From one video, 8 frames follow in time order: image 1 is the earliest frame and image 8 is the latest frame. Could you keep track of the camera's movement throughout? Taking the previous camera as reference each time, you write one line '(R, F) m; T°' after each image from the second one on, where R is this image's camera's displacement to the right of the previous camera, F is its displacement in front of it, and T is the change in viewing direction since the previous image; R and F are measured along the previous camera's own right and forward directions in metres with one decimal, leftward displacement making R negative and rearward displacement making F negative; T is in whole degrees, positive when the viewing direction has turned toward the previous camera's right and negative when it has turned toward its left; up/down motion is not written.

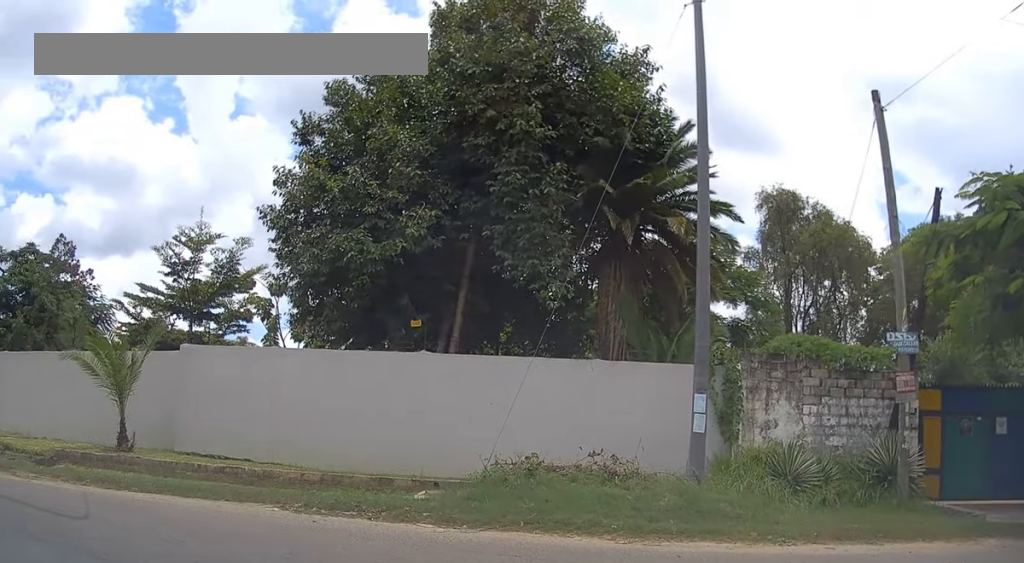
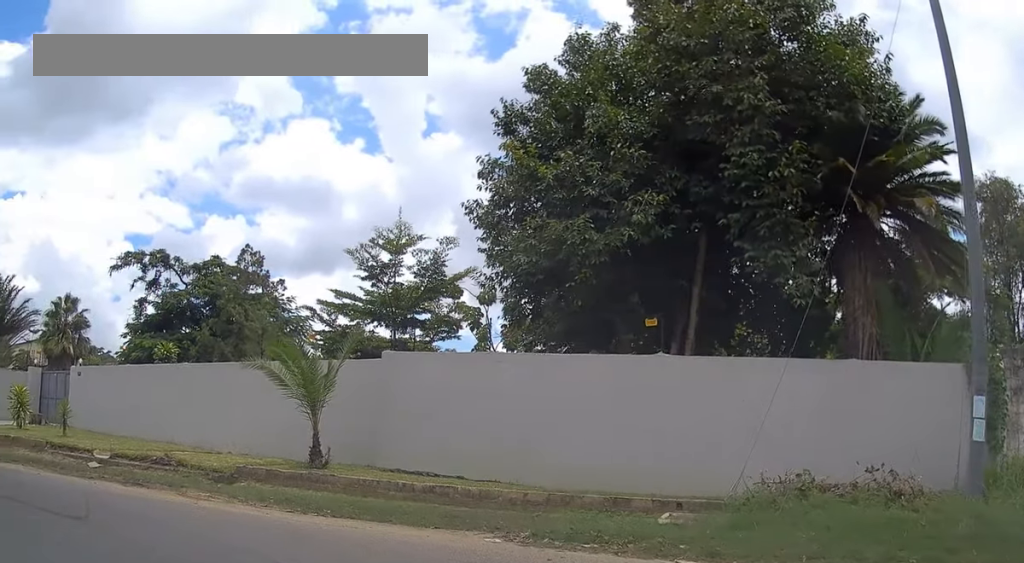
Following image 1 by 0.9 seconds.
(-0.3, +1.6) m; -18°
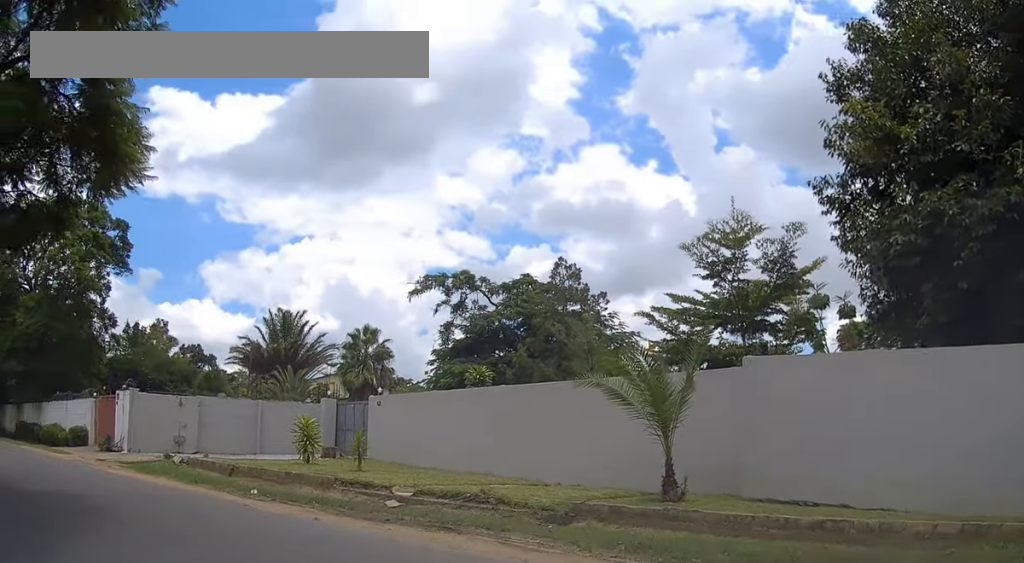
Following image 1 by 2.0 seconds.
(-0.4, +2.3) m; -20°
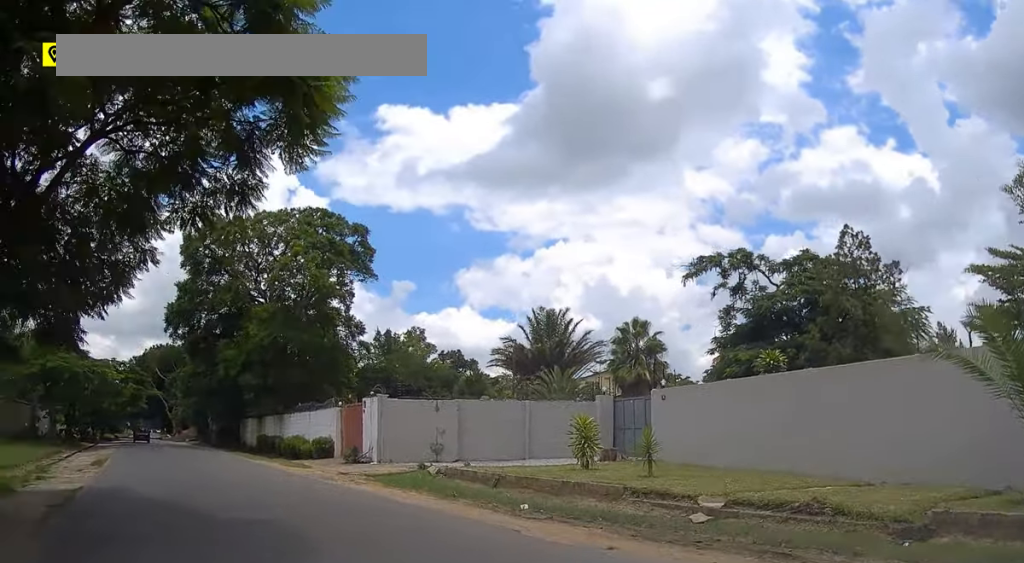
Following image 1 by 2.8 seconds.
(-0.3, +2.4) m; -15°
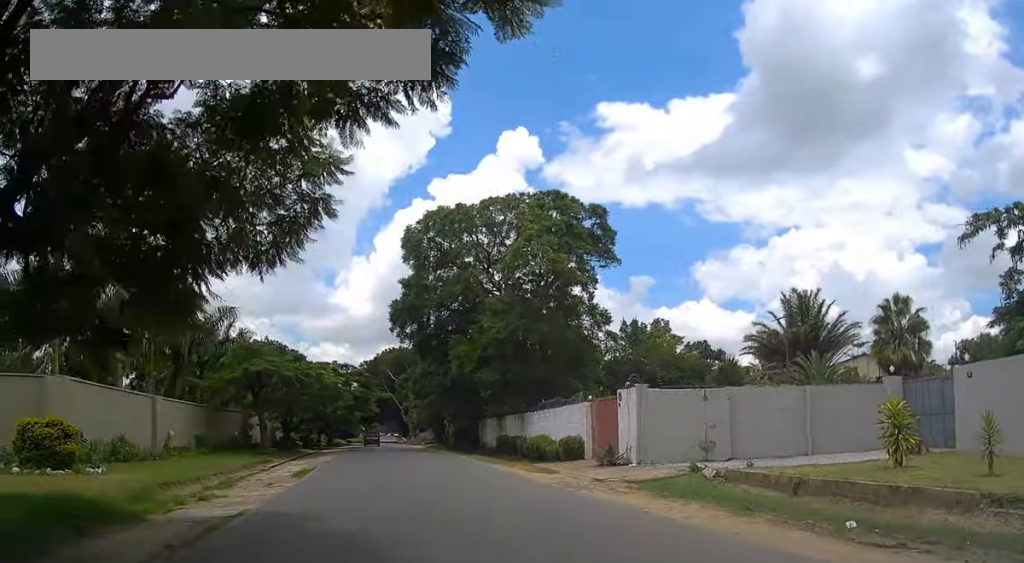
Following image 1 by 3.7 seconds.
(-0.3, +3.3) m; -13°
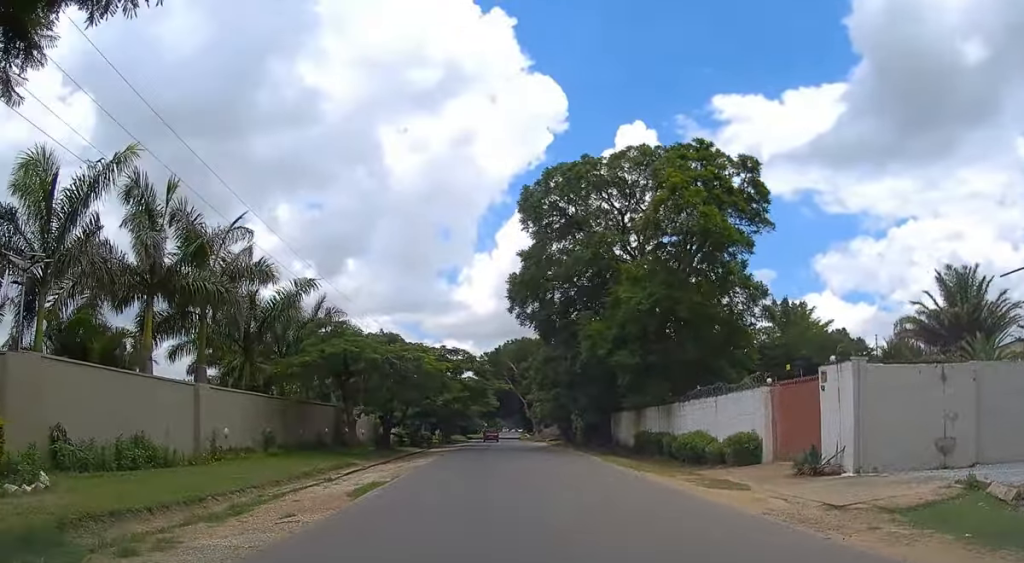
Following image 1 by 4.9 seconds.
(-0.9, +6.3) m; -14°
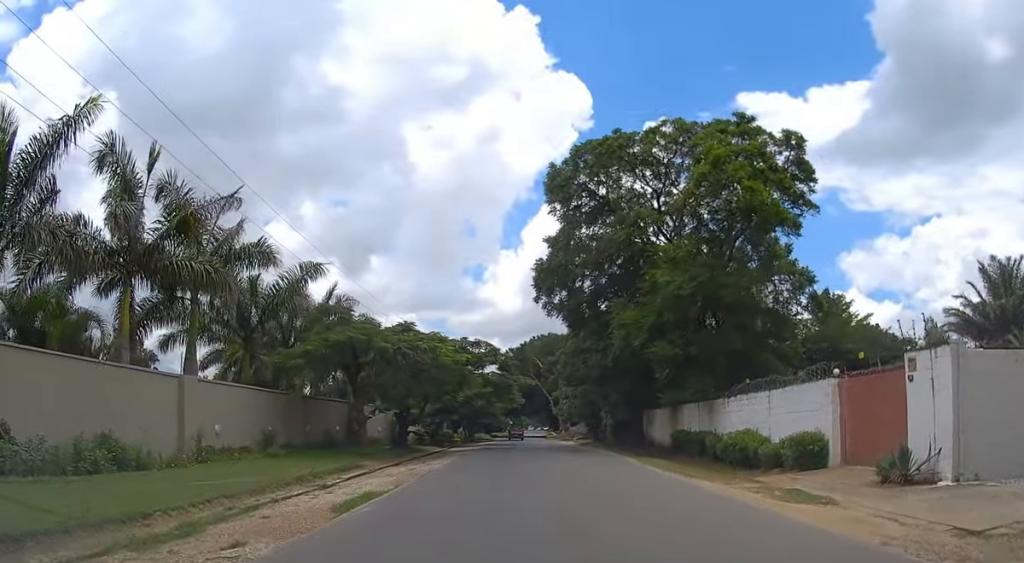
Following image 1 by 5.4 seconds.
(-0.1, +2.8) m; -3°
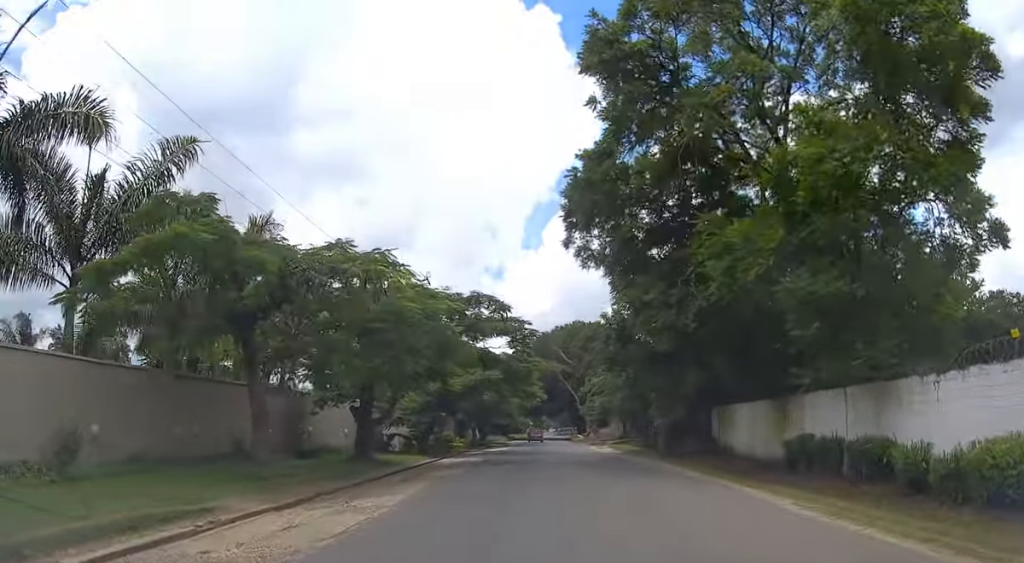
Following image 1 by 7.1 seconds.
(-0.5, +13.1) m; -2°
